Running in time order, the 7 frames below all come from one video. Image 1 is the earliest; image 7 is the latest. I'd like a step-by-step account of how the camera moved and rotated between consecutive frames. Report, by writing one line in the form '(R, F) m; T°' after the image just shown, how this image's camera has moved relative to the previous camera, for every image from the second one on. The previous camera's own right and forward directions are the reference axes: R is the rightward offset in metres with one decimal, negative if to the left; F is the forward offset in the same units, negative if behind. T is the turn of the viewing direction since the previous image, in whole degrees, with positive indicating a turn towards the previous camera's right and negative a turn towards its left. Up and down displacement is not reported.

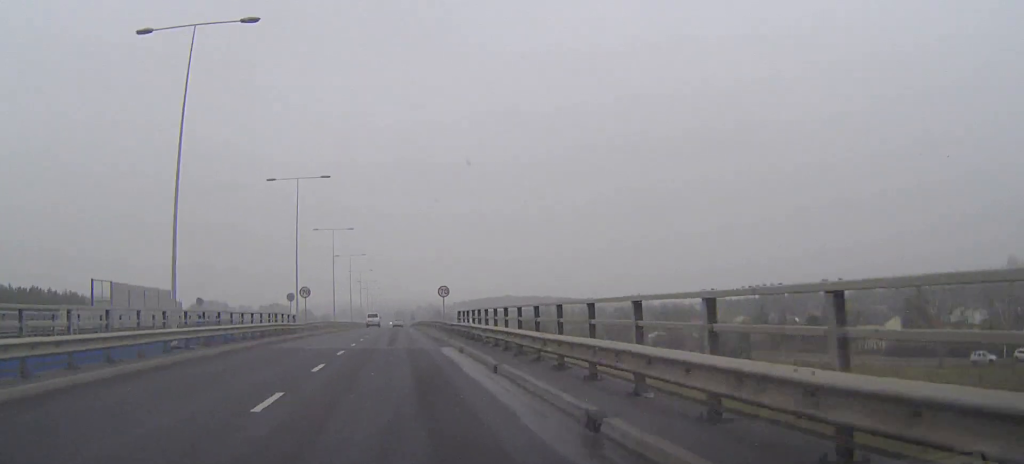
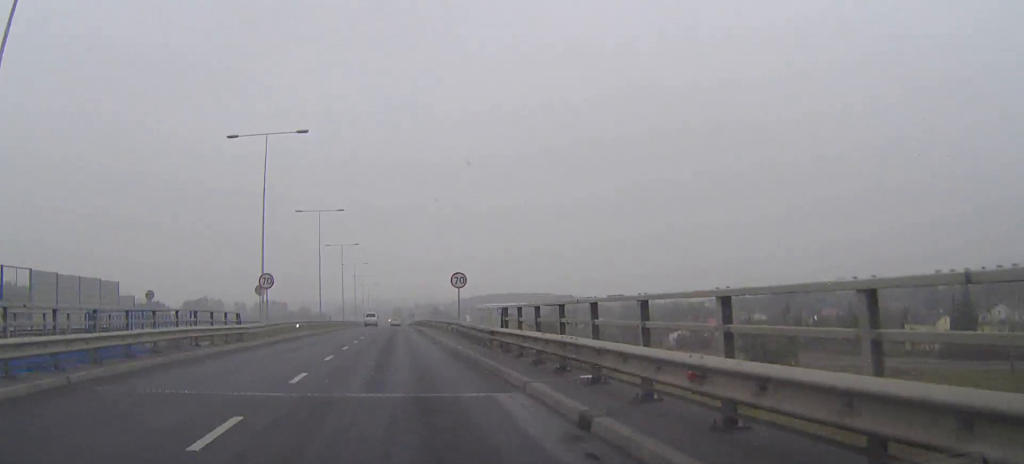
(+0.1, +14.2) m; 0°
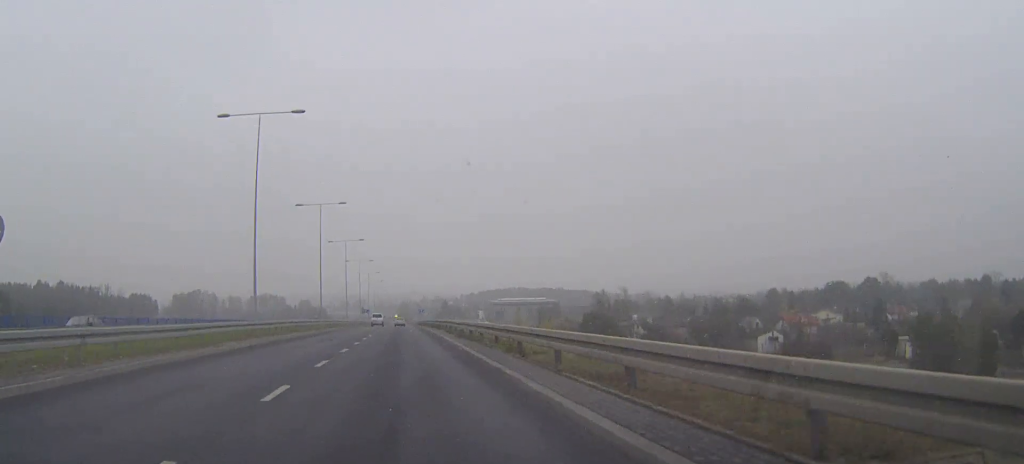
(-0.1, +39.1) m; 0°
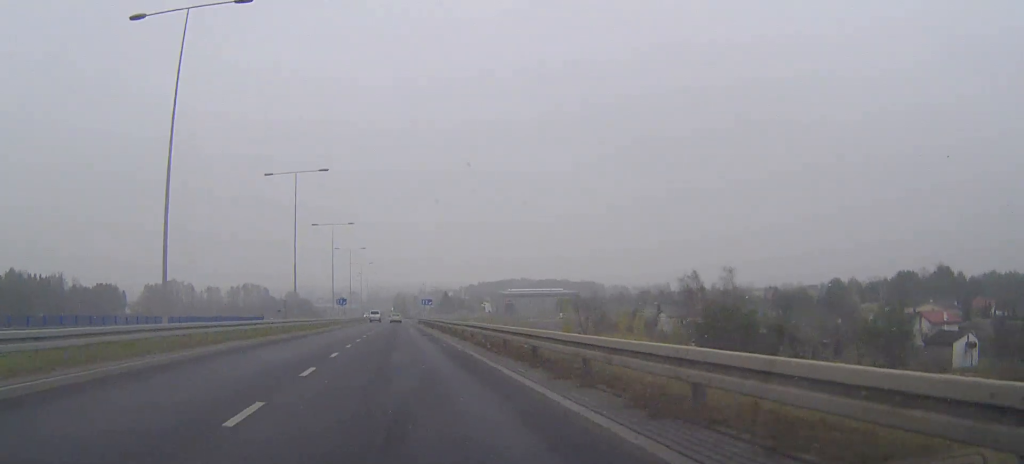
(0.0, +49.3) m; 0°
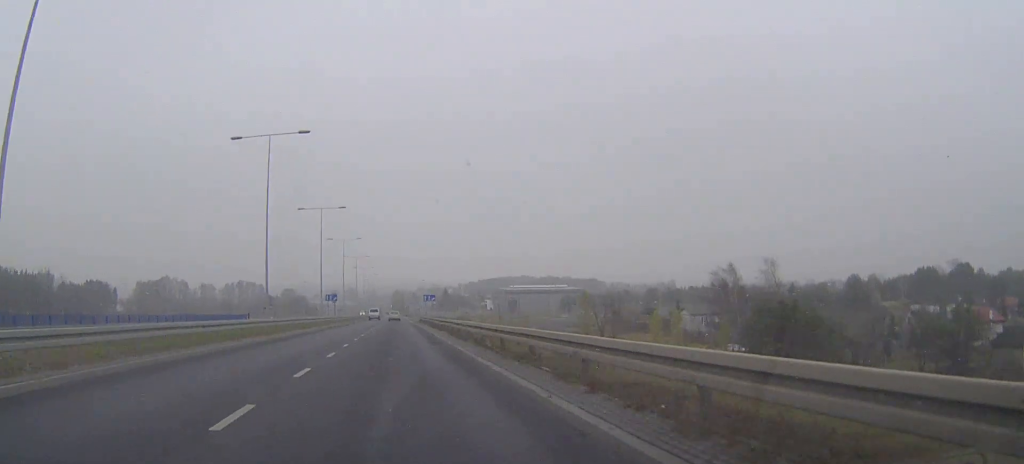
(0.0, +12.3) m; 0°
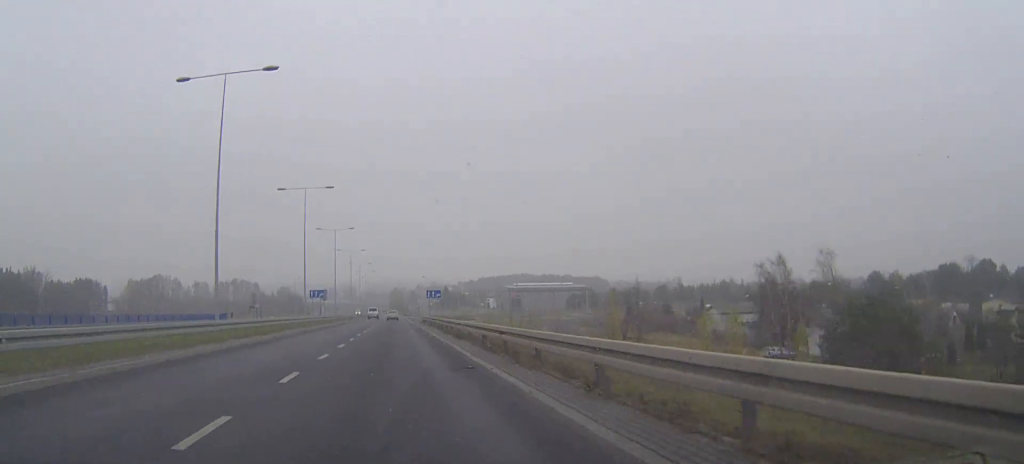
(0.0, +13.1) m; 0°
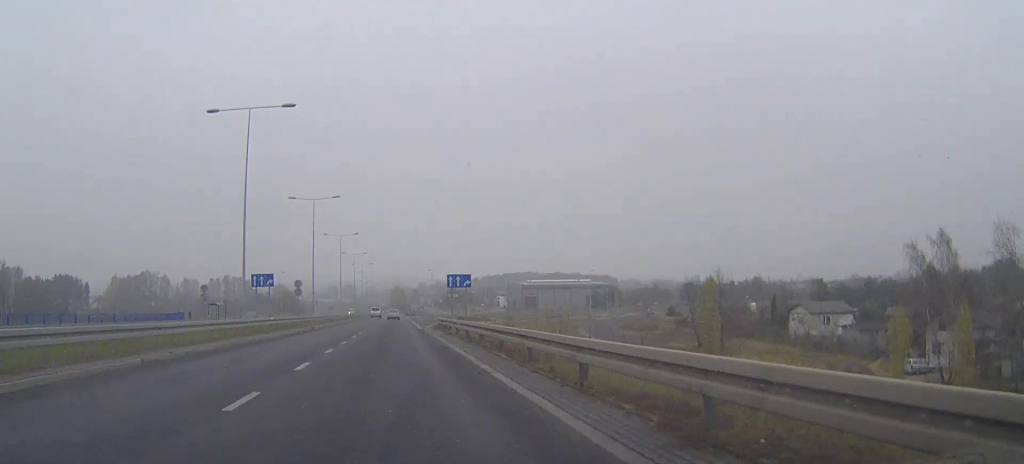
(0.0, +28.0) m; 0°
